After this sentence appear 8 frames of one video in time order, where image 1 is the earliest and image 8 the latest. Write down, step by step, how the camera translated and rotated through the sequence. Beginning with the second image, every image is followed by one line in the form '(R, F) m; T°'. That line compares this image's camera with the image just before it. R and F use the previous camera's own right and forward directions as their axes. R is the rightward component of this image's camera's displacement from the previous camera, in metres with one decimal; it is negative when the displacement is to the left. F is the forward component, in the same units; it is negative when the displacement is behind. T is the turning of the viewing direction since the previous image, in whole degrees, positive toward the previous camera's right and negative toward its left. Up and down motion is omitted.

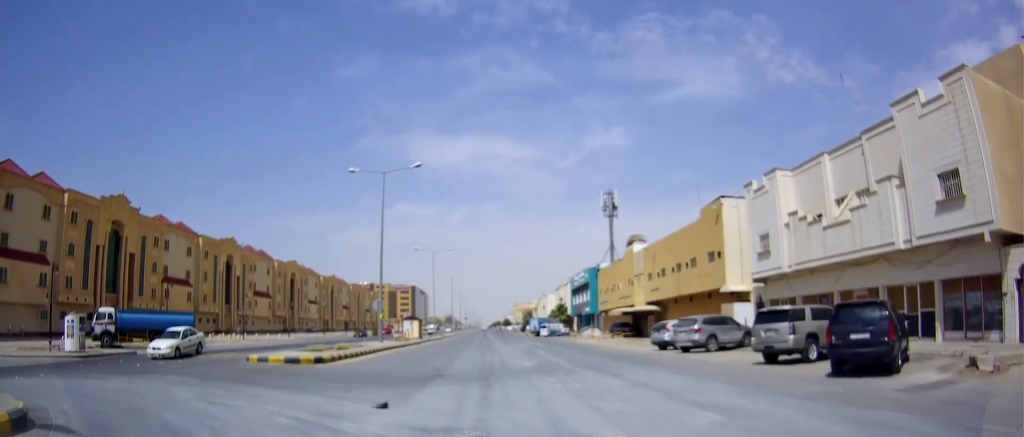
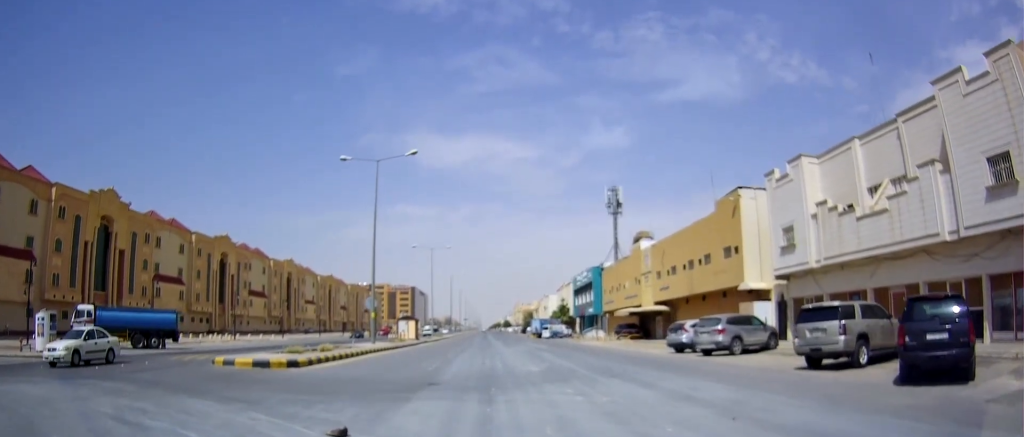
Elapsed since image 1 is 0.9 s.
(+0.1, +3.3) m; +1°
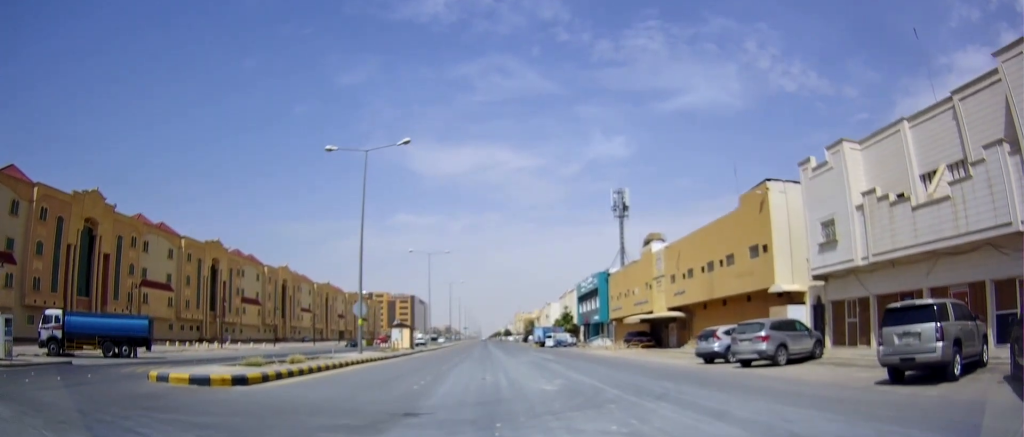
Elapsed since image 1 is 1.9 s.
(0.0, +3.8) m; -4°
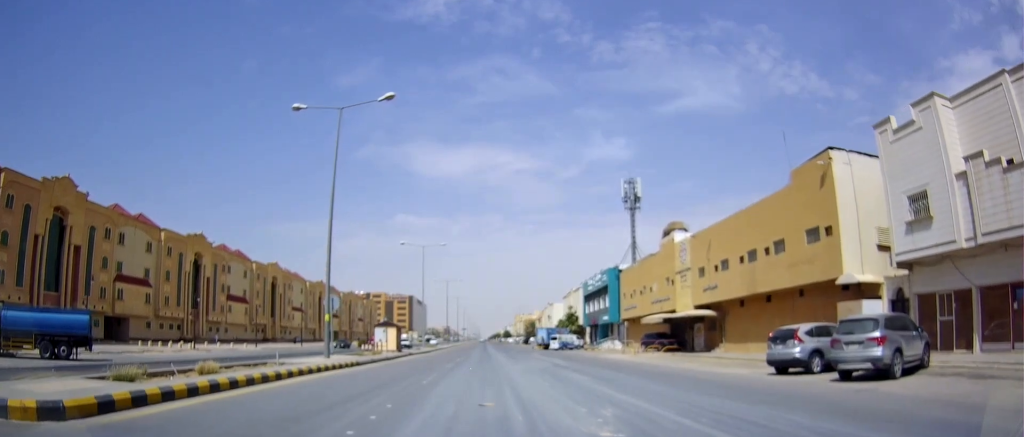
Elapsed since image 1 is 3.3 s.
(-0.3, +5.5) m; 0°
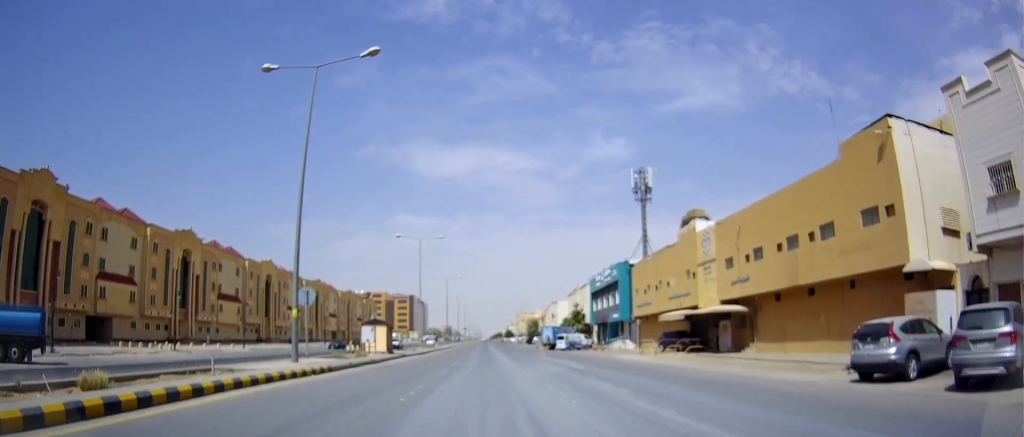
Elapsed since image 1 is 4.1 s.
(+0.2, +3.5) m; +3°
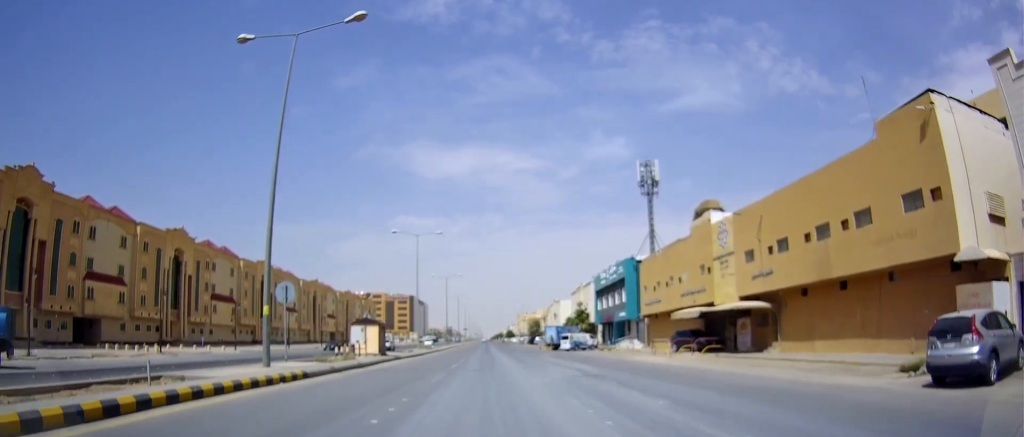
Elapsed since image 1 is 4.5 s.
(0.0, +2.4) m; 0°
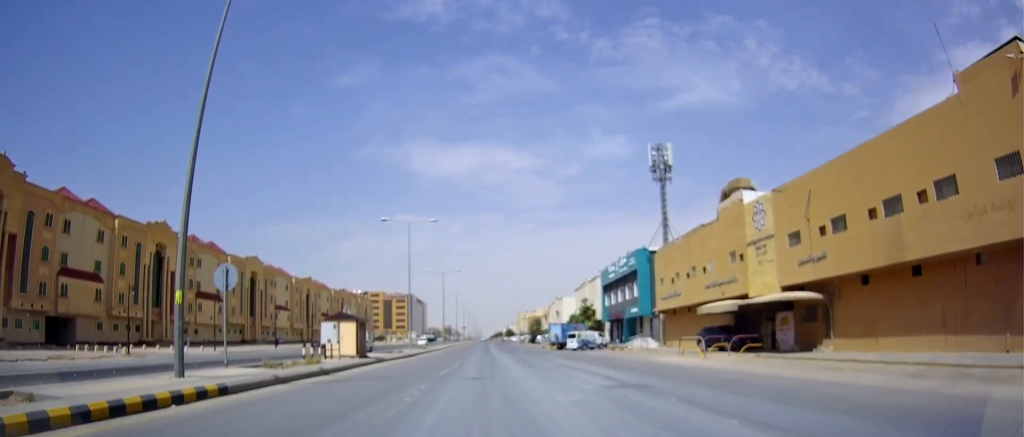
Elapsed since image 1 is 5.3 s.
(0.0, +4.4) m; -1°
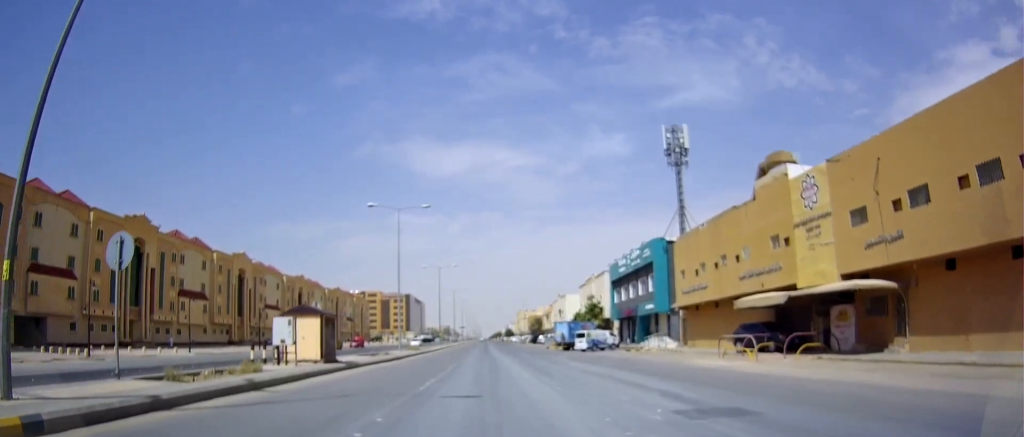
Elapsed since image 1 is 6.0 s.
(0.0, +4.9) m; -1°
